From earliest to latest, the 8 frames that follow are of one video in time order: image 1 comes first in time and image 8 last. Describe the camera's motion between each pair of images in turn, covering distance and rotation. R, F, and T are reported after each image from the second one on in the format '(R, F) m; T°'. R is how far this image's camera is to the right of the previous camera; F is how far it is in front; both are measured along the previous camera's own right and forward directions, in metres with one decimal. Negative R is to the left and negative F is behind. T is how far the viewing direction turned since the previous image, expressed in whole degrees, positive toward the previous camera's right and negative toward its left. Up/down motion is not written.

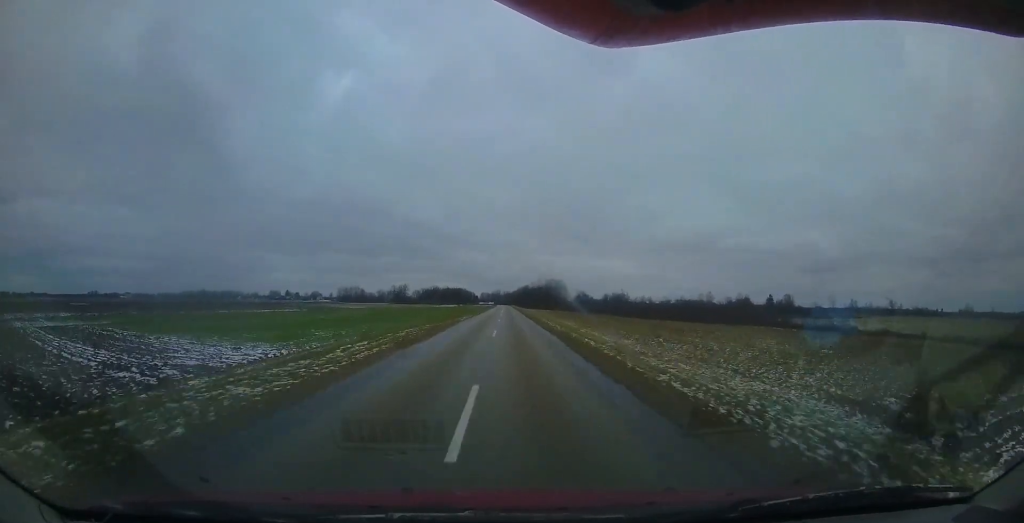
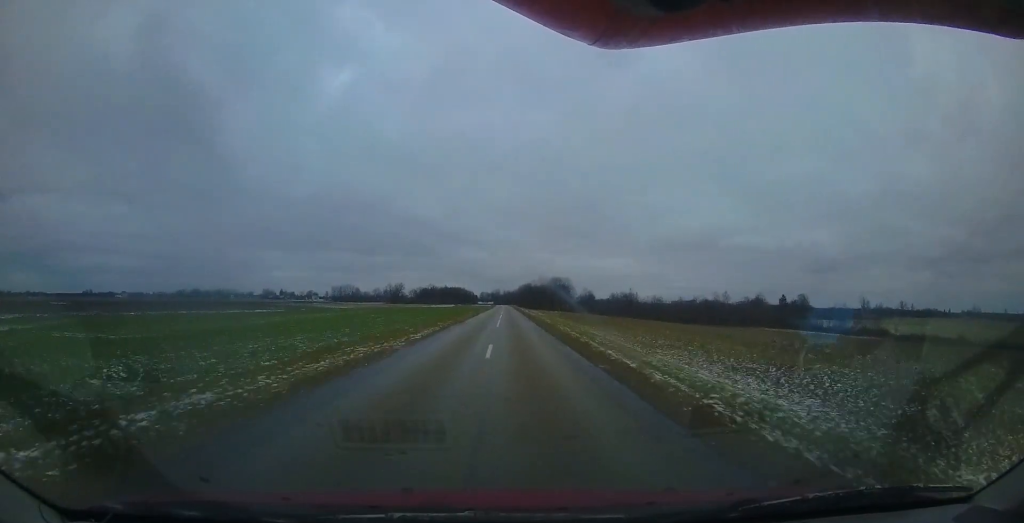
(-0.5, +17.8) m; 0°
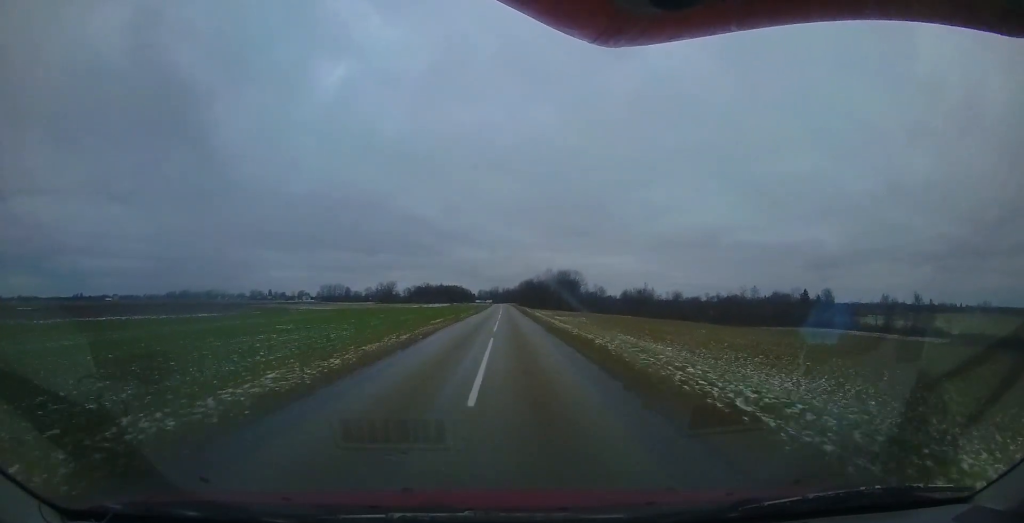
(+0.8, +28.2) m; +1°
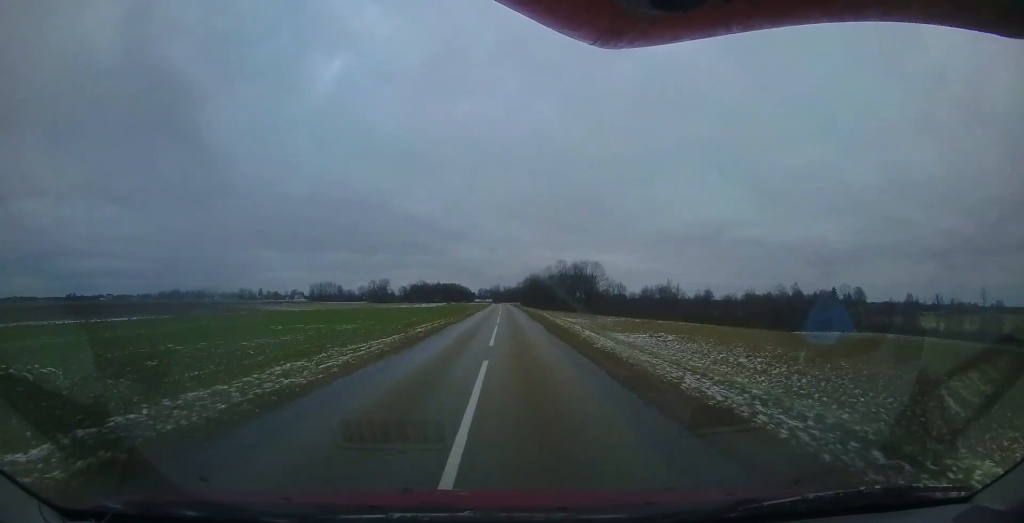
(-0.5, +29.2) m; -2°
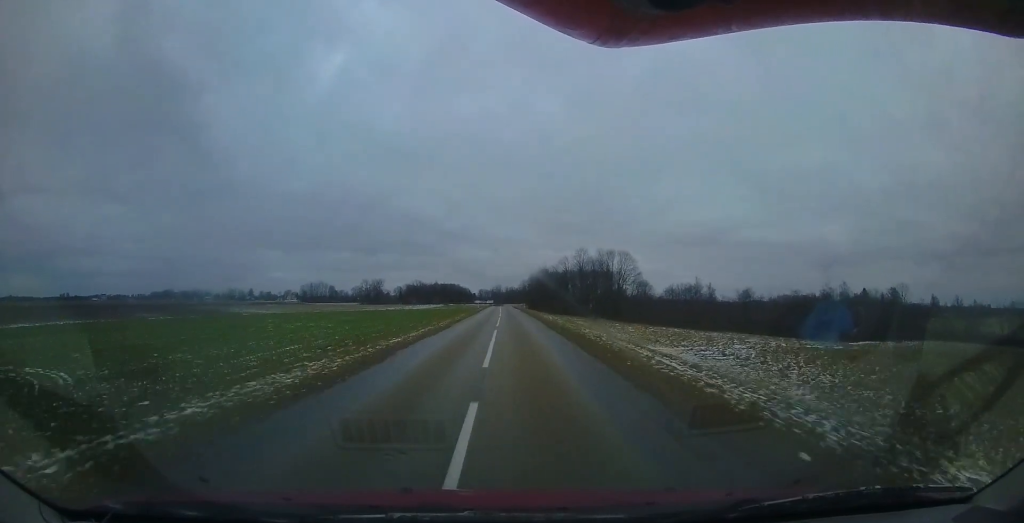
(-0.4, +27.8) m; 0°
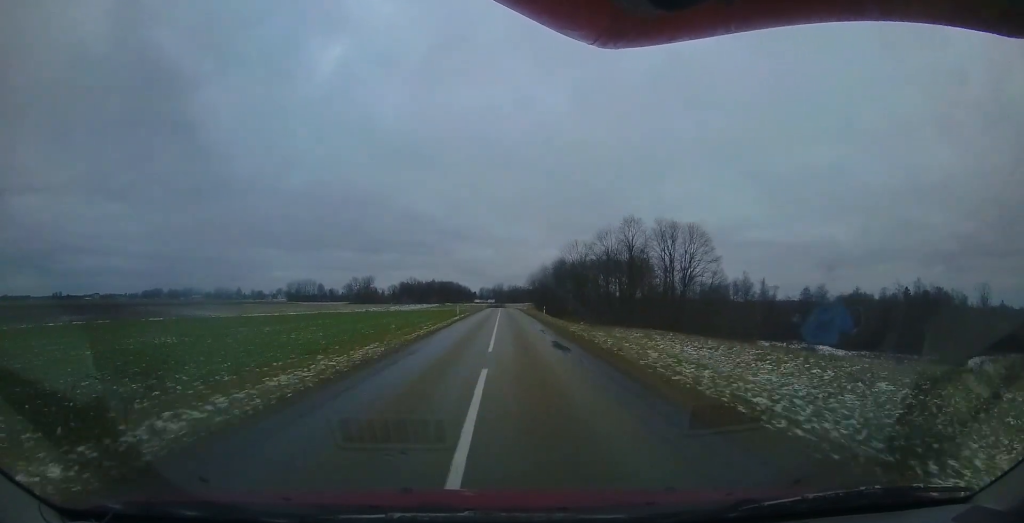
(+0.4, +33.6) m; 0°
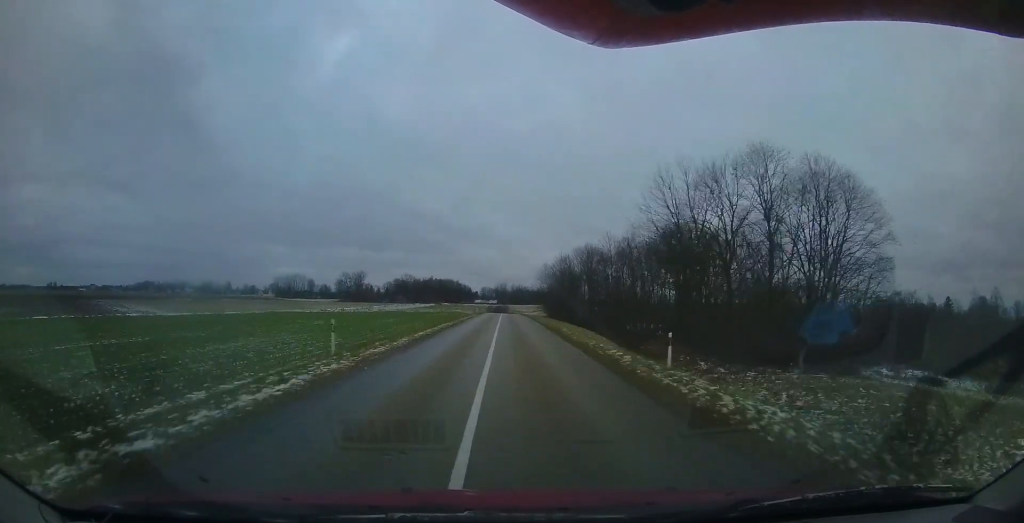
(-0.3, +29.5) m; -1°
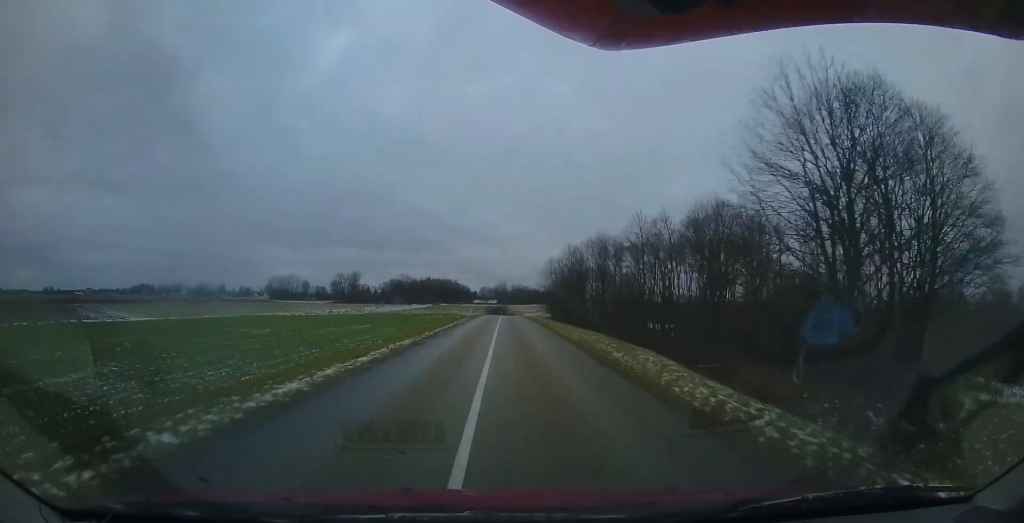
(+0.1, +10.5) m; 0°
